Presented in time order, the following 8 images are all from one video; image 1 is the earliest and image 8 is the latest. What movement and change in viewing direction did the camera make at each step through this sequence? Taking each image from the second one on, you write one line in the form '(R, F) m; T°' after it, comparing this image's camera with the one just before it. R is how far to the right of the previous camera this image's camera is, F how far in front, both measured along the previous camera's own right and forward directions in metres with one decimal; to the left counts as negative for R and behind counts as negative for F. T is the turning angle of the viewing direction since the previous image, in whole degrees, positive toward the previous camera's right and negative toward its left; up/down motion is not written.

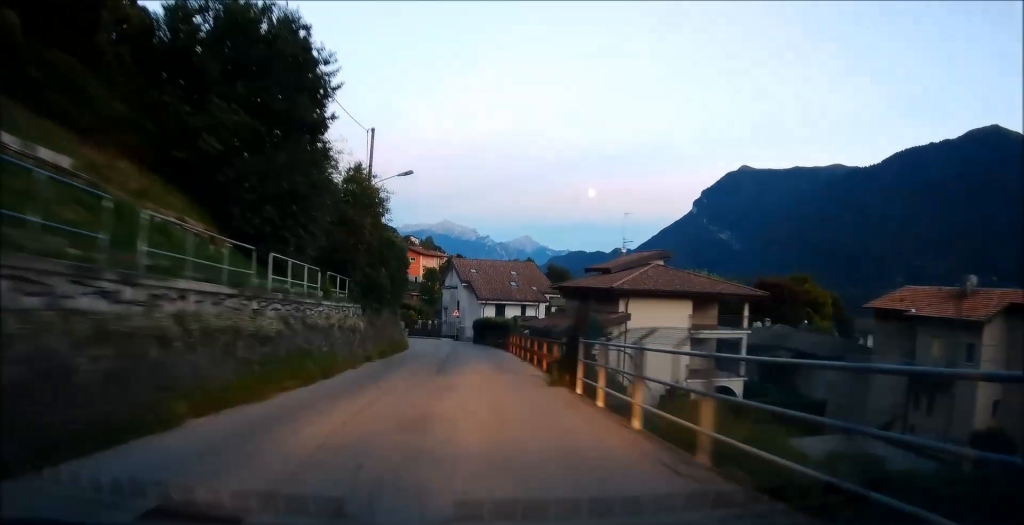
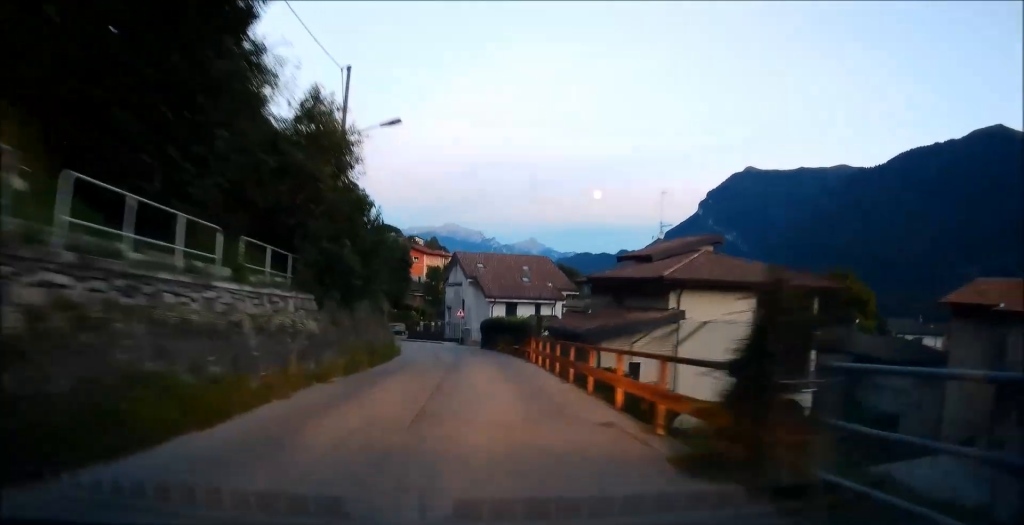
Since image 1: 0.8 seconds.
(-0.1, +8.6) m; 0°
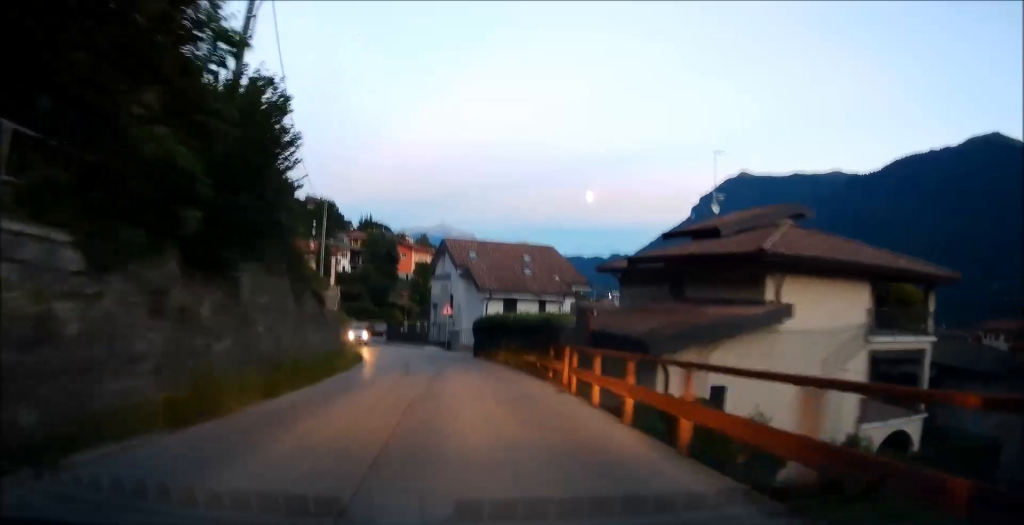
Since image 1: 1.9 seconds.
(0.0, +10.9) m; +1°
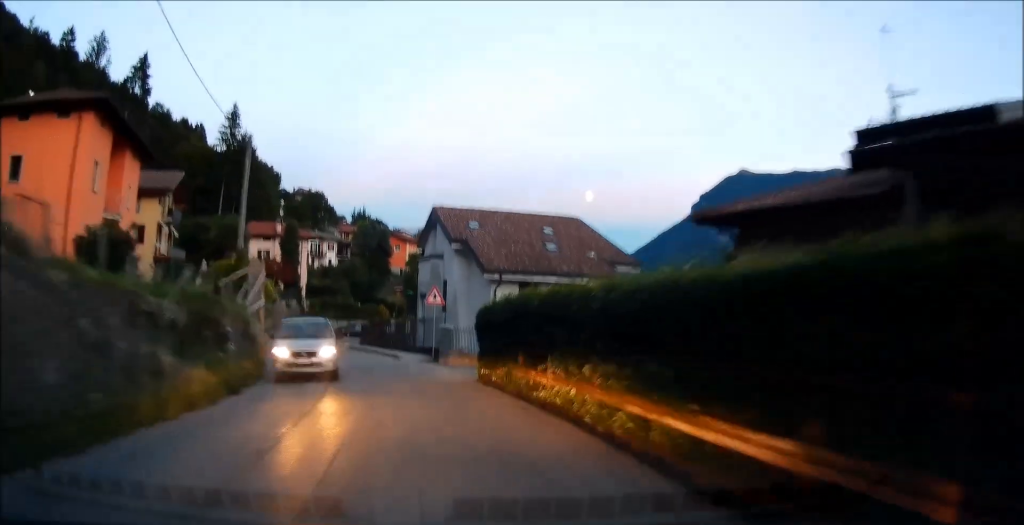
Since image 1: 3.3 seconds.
(+0.4, +15.4) m; -2°
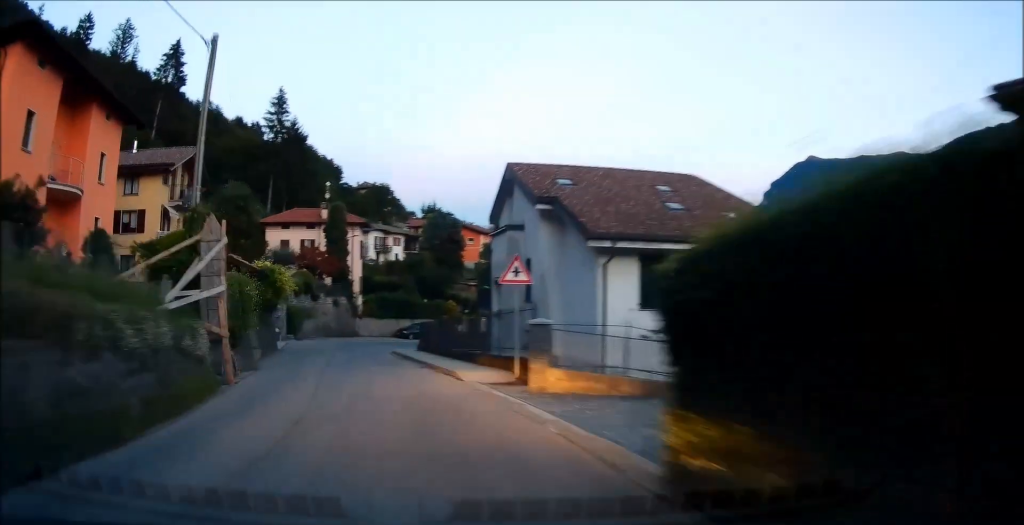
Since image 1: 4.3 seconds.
(-0.8, +10.6) m; -6°
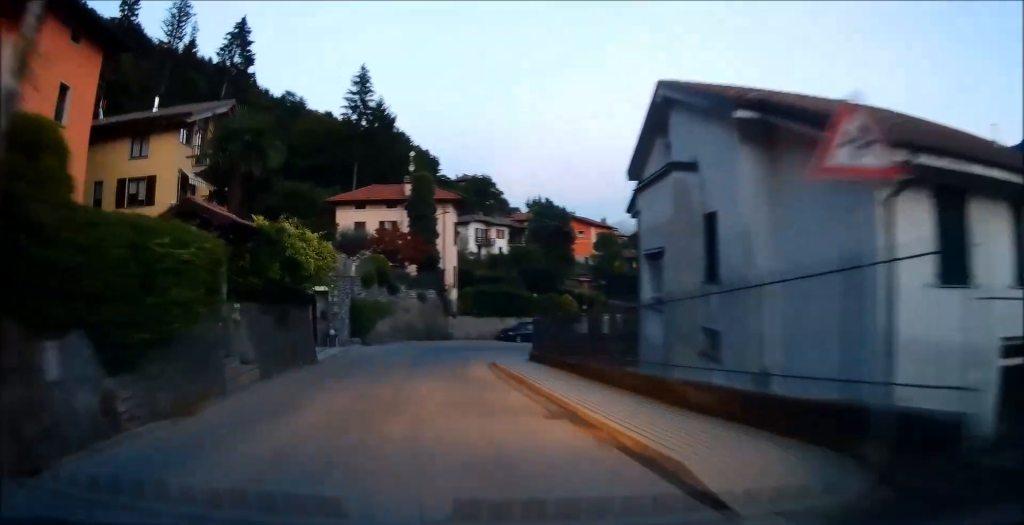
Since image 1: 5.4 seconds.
(-0.3, +11.5) m; -10°
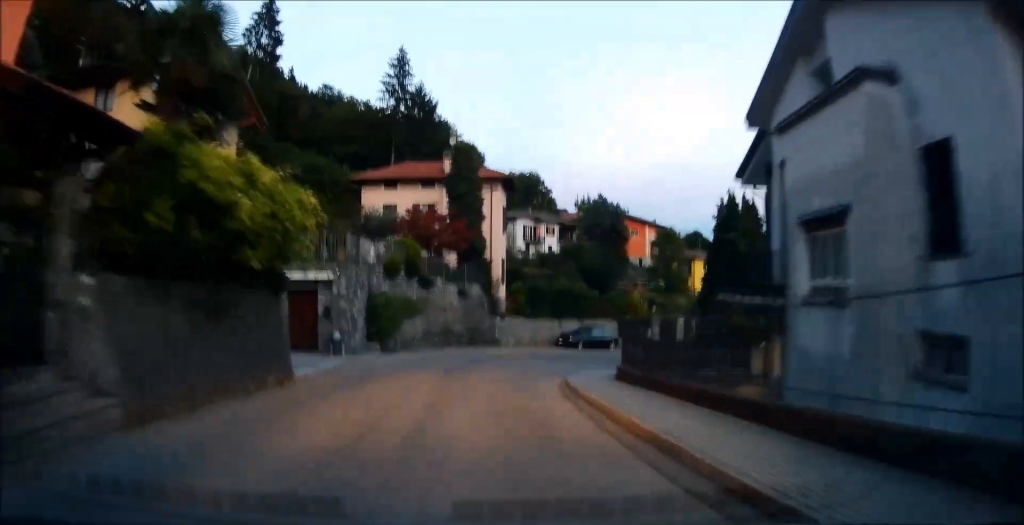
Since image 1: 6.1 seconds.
(-1.2, +8.1) m; 0°
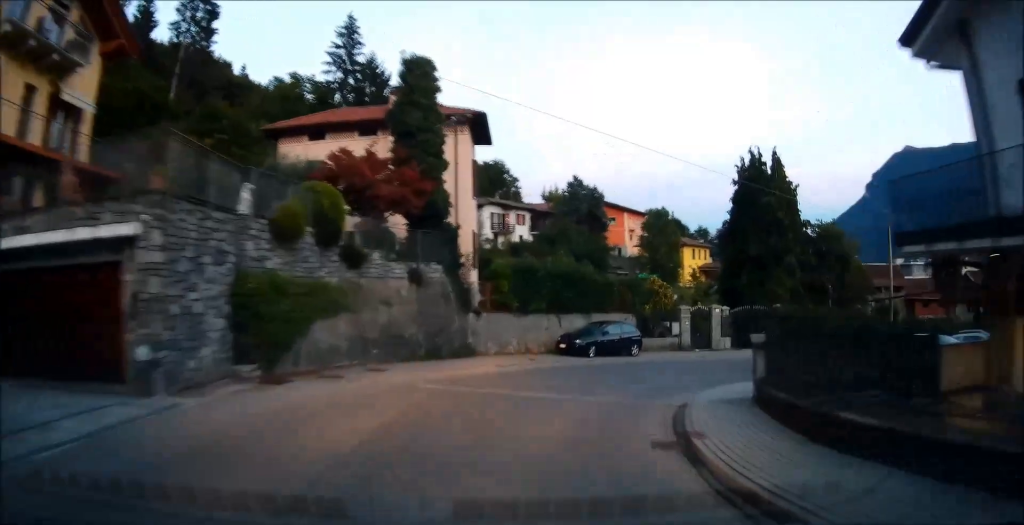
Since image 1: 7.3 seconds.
(+1.1, +12.0) m; +9°
